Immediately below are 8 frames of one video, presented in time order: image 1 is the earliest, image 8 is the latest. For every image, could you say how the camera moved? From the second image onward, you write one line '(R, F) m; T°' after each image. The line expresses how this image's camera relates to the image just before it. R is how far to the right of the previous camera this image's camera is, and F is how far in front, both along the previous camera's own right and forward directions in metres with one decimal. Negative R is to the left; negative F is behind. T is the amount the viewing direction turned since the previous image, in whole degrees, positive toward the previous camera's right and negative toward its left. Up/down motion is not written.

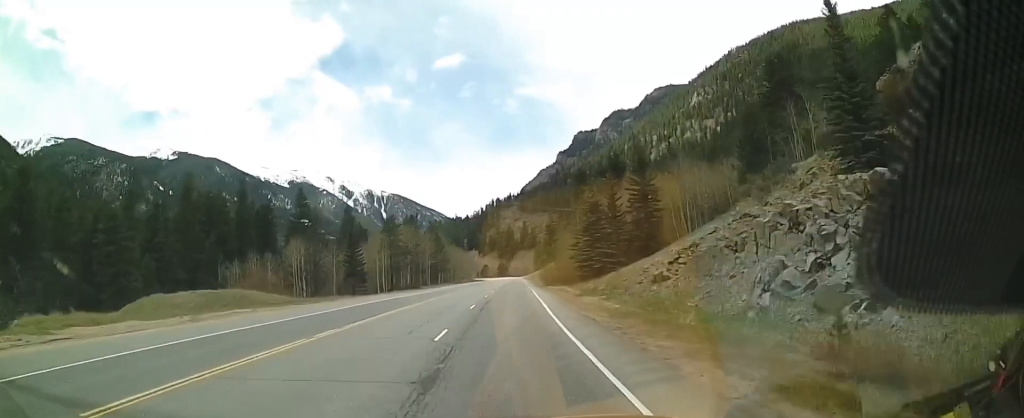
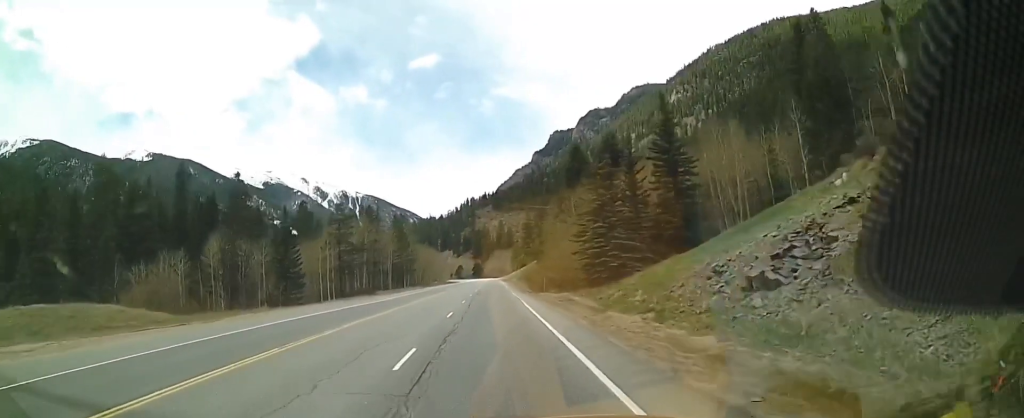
(+1.1, +16.5) m; +6°
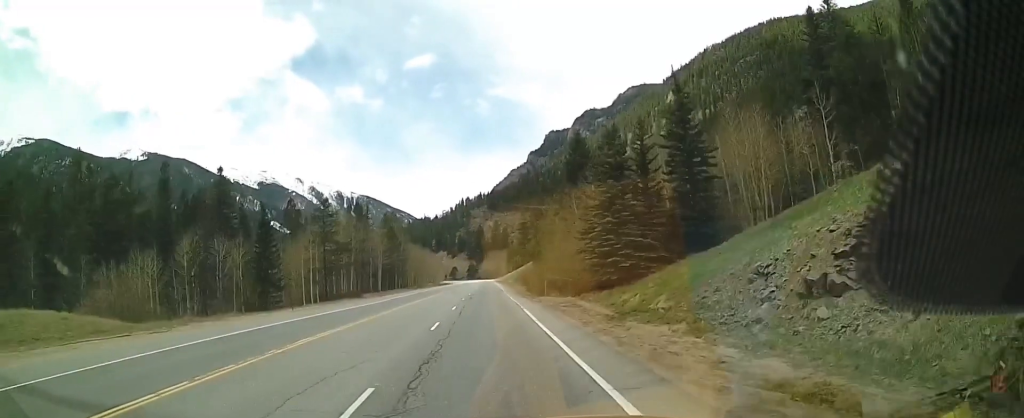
(+0.2, +4.4) m; 0°
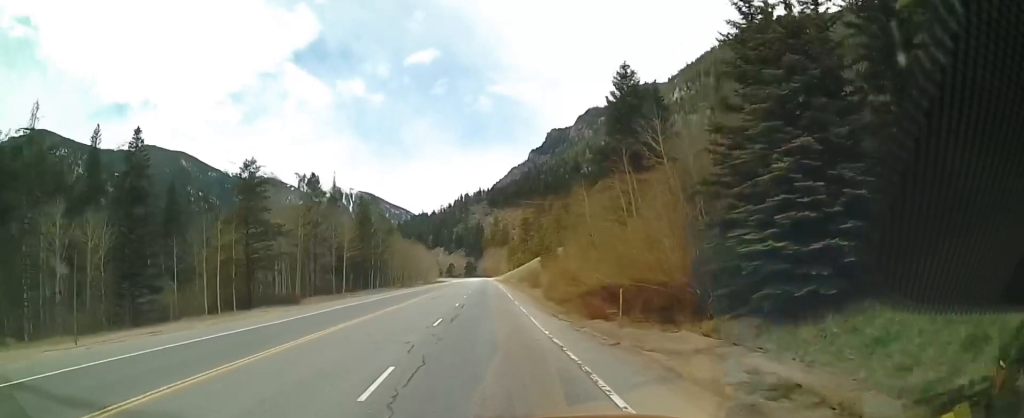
(-0.1, +21.4) m; -1°
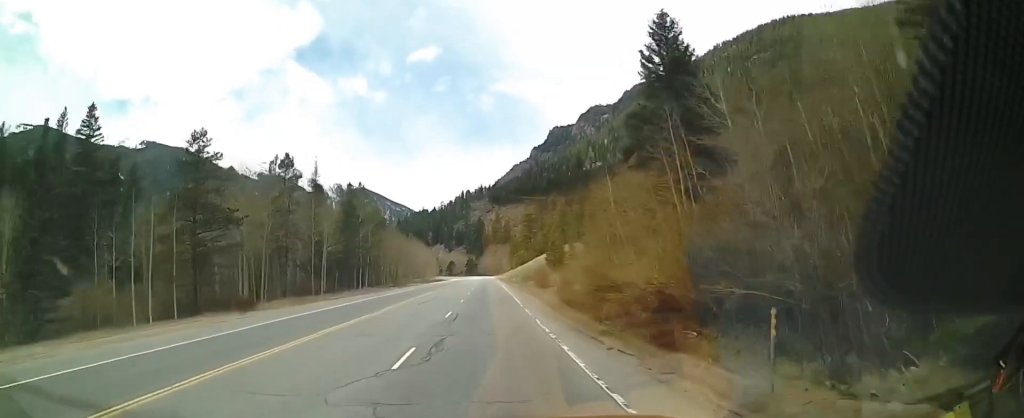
(-0.1, +8.9) m; -1°
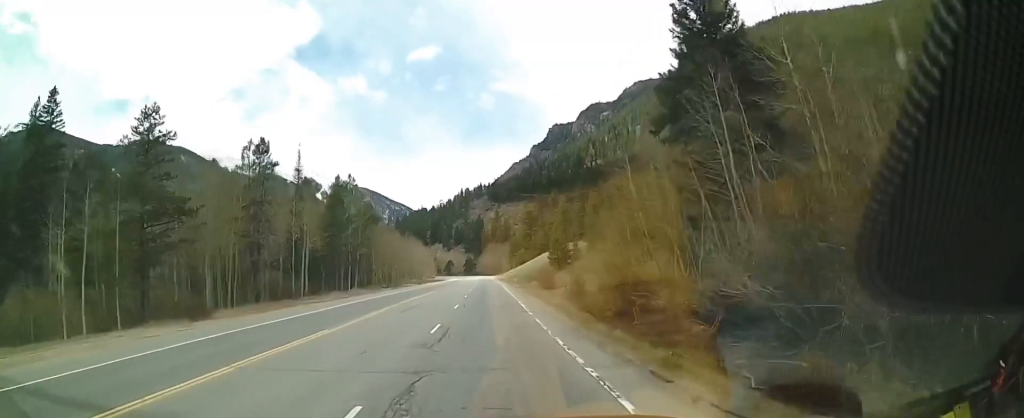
(-0.1, +5.9) m; -1°
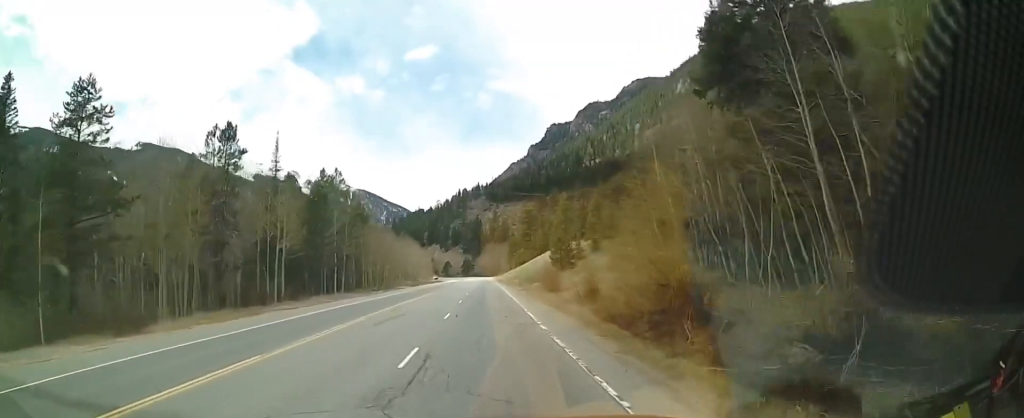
(0.0, +5.9) m; 0°
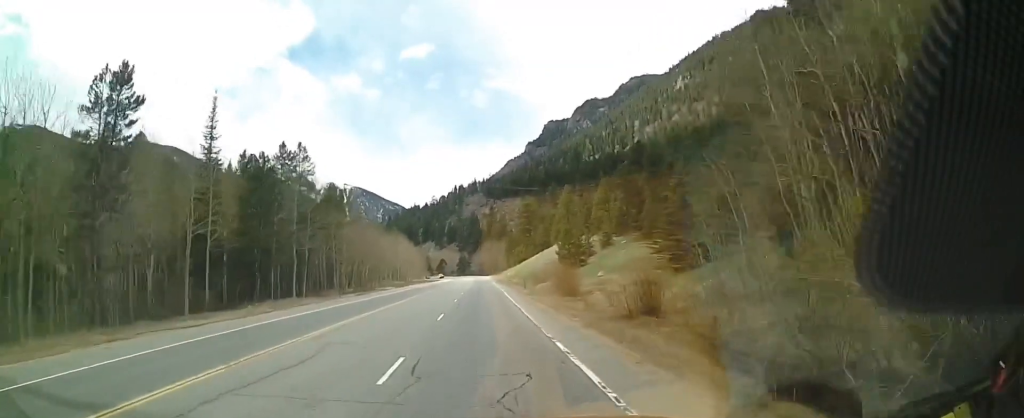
(0.0, +13.2) m; 0°
